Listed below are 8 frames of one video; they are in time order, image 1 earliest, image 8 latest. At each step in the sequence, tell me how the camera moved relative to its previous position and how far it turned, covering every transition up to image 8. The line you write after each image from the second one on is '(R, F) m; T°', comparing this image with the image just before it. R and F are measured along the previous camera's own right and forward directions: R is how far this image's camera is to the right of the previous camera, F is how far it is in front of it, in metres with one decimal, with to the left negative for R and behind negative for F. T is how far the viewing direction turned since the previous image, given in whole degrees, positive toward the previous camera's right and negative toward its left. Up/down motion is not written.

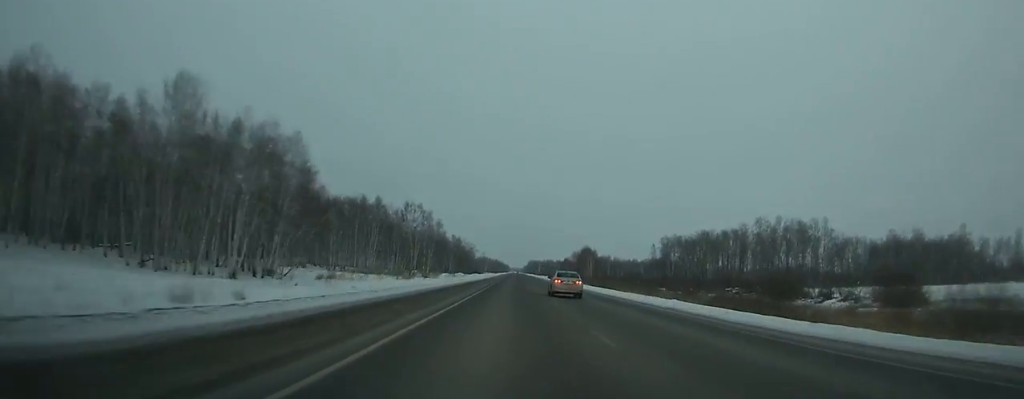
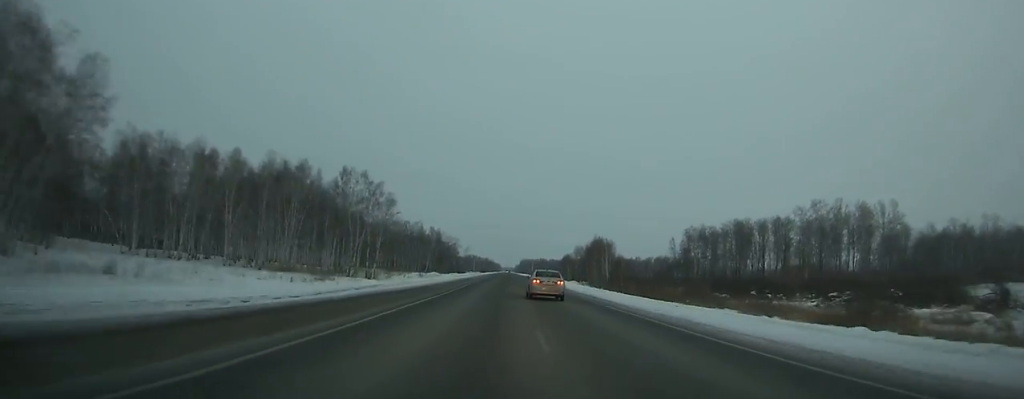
(+0.4, +48.0) m; 0°
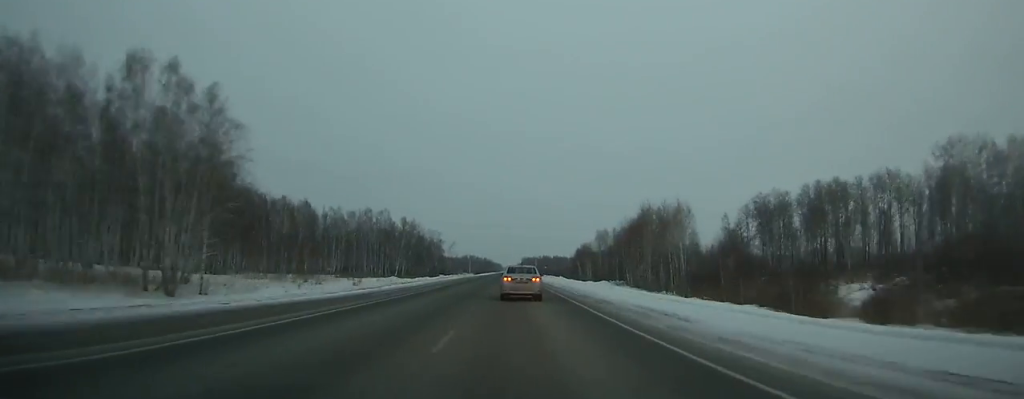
(0.0, +58.4) m; 0°
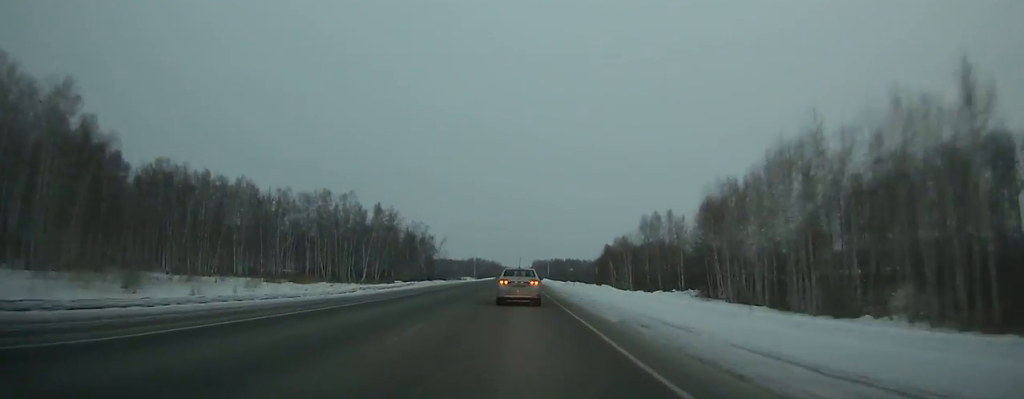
(-0.2, +46.6) m; 0°
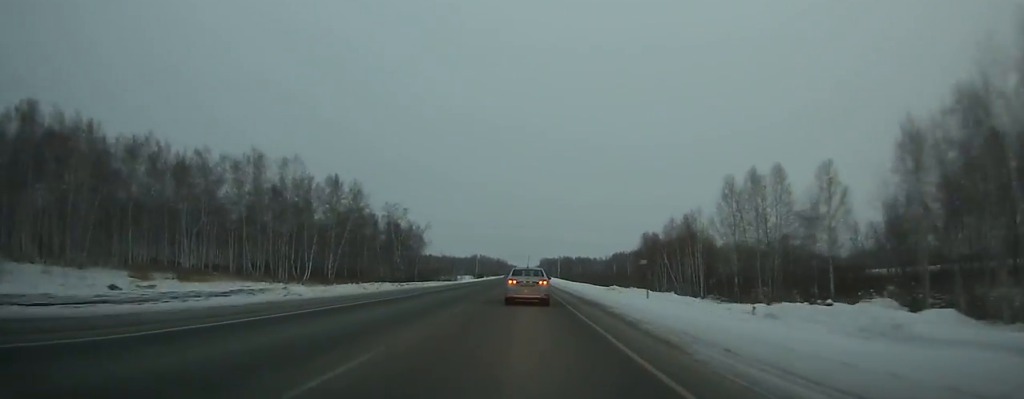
(-0.1, +39.9) m; 0°
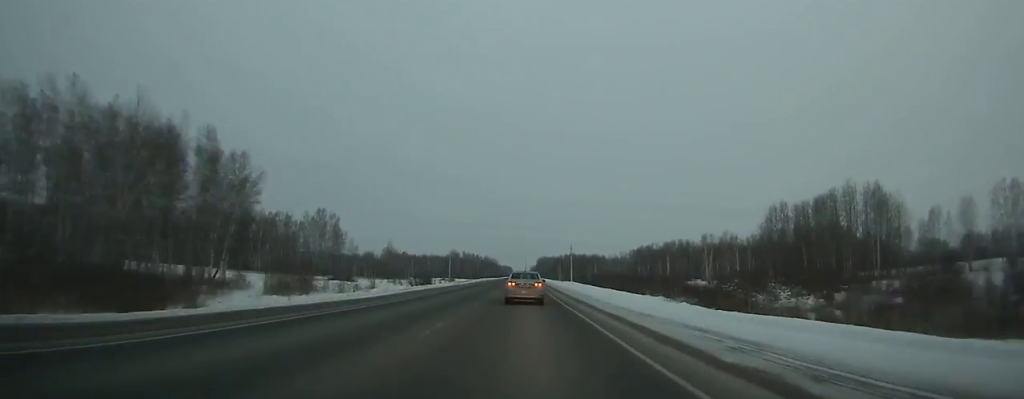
(-0.6, +117.5) m; 0°
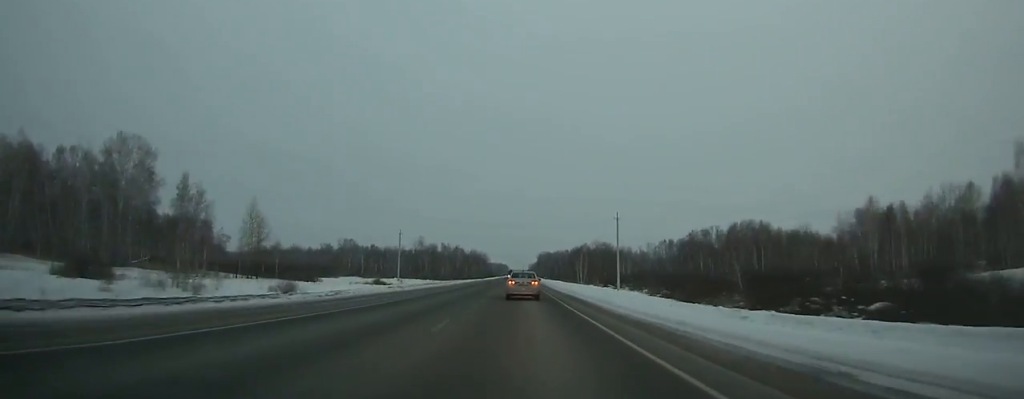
(+0.8, +107.6) m; 0°
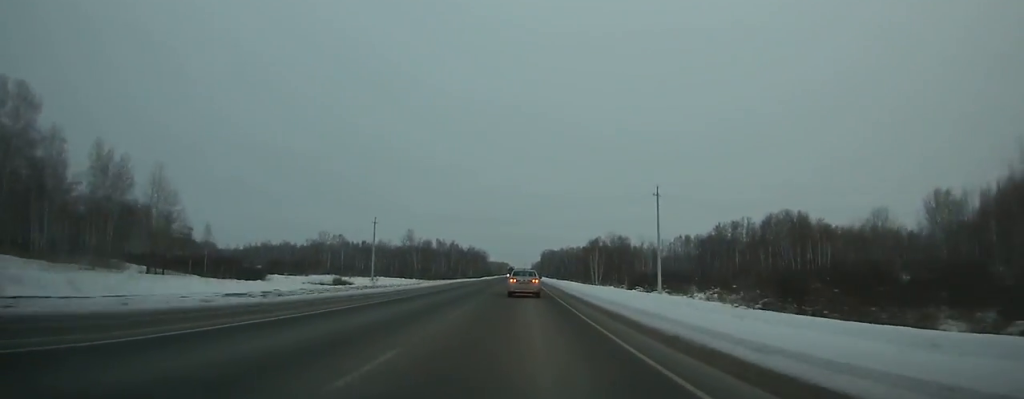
(+0.1, +30.8) m; 0°
